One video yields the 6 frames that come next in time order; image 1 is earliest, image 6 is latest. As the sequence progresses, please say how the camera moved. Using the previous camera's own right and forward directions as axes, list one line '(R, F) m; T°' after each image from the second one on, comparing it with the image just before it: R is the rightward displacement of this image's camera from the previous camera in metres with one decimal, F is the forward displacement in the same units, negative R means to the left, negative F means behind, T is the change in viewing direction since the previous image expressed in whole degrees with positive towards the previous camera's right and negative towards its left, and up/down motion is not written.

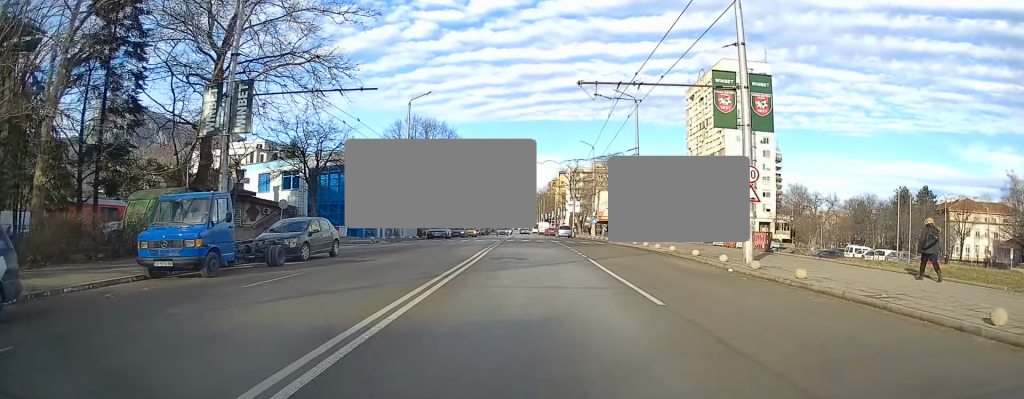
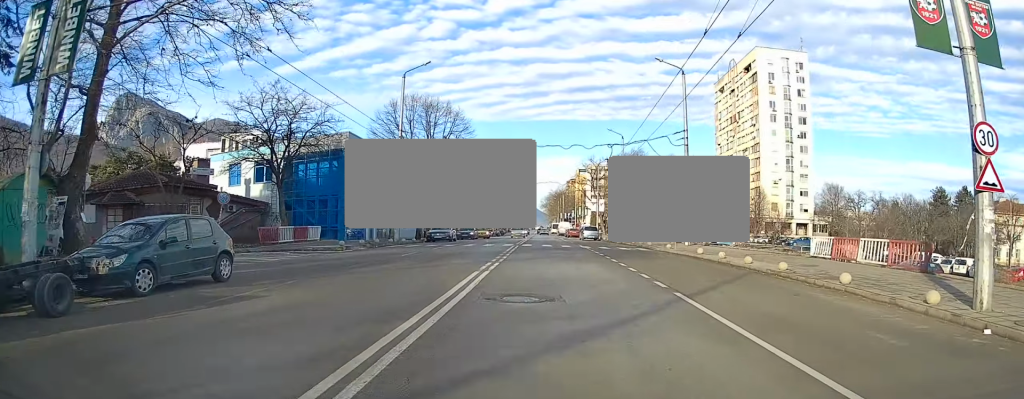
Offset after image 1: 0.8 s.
(0.0, +9.7) m; -1°
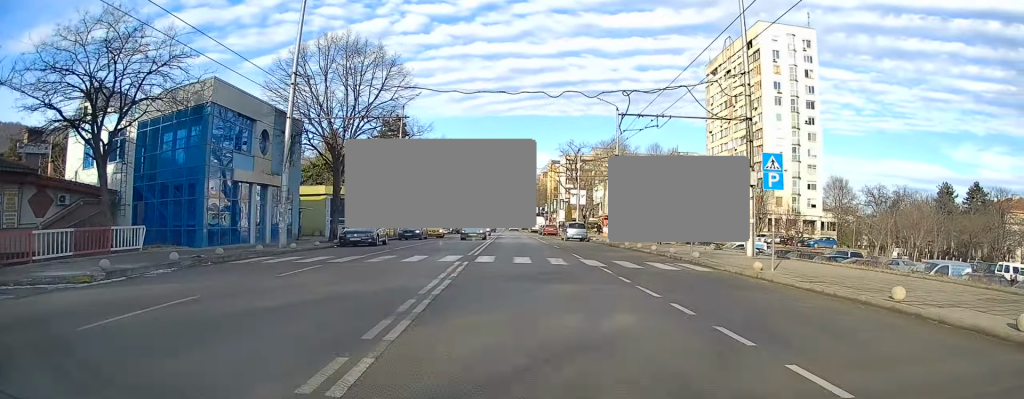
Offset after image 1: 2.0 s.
(-0.2, +15.3) m; 0°
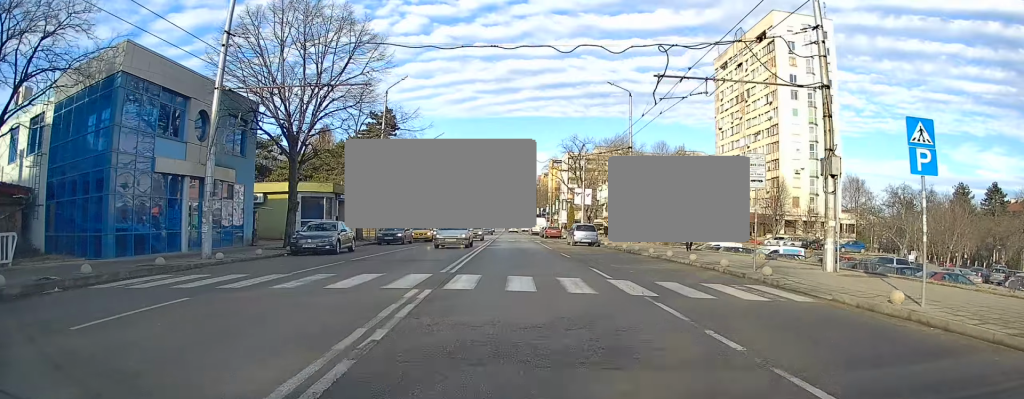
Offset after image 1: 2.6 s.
(0.0, +6.6) m; +1°
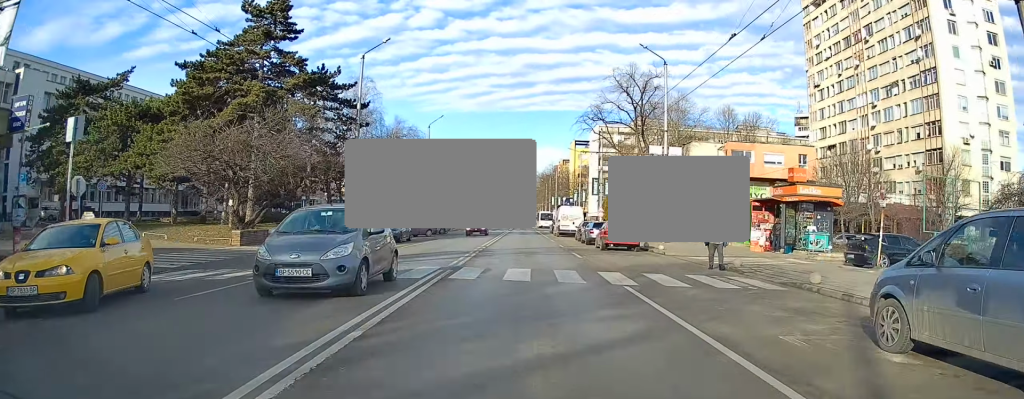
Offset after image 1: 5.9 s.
(+0.8, +36.9) m; 0°
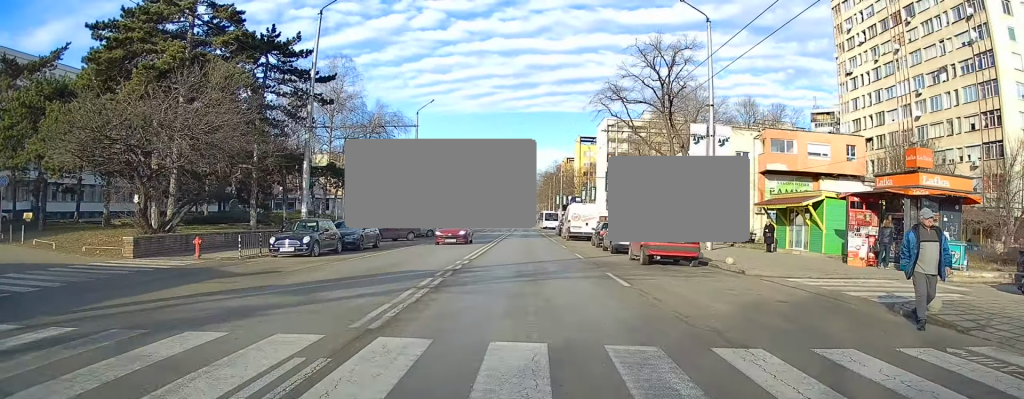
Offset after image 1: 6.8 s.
(-0.1, +9.1) m; 0°
